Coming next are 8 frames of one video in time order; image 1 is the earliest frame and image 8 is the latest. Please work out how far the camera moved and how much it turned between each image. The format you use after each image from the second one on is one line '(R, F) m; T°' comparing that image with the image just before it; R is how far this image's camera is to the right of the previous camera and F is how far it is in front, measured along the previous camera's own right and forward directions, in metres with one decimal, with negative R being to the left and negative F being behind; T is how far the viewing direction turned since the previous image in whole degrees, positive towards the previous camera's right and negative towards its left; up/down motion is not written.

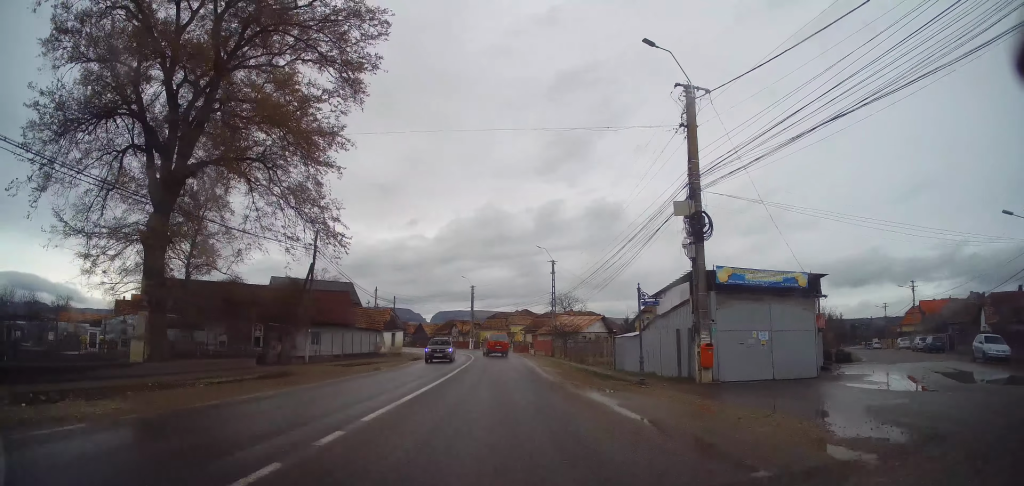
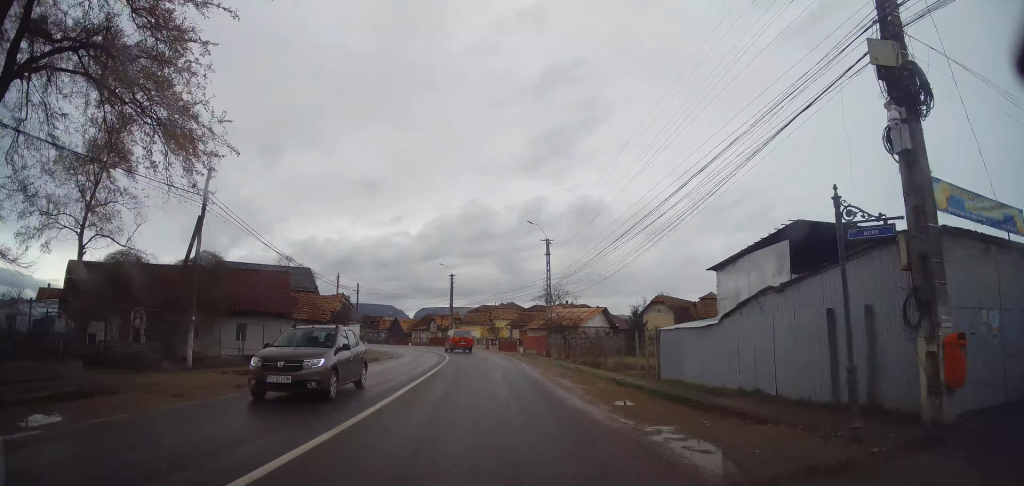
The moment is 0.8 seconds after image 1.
(+0.3, +10.4) m; +1°
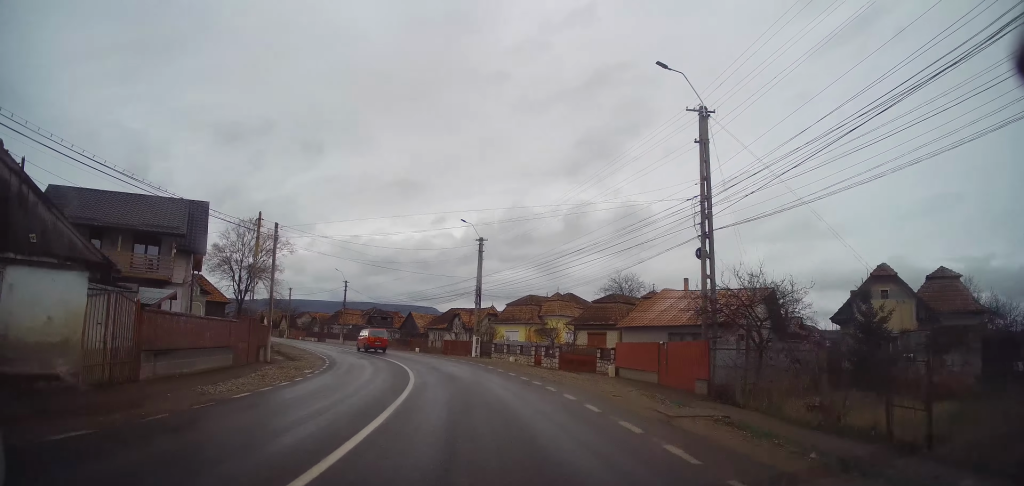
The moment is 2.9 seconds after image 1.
(-0.3, +29.6) m; -4°
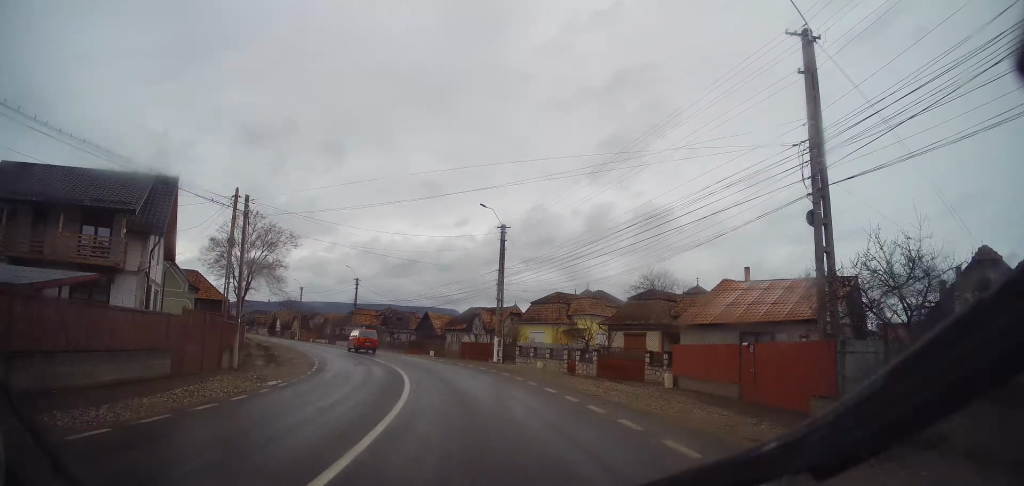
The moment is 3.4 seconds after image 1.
(-0.3, +5.8) m; -2°
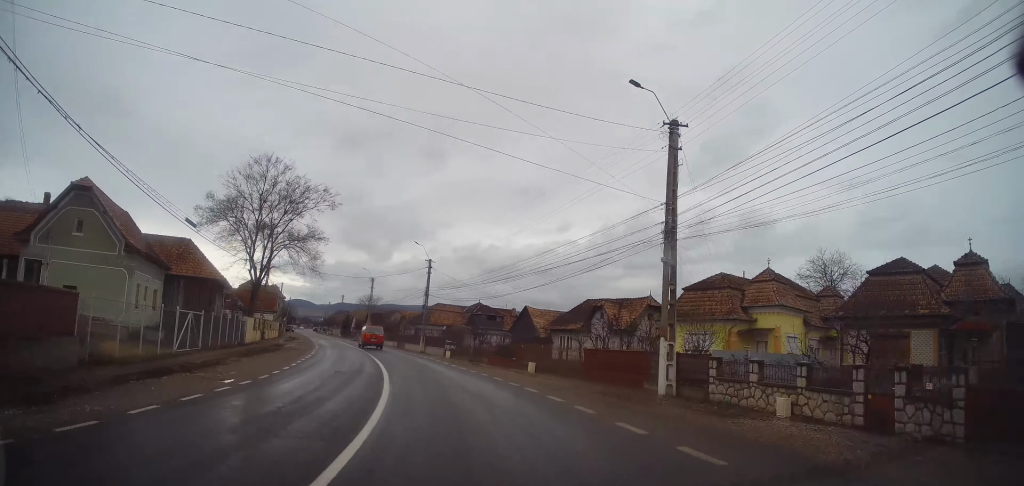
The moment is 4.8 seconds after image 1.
(-1.1, +19.9) m; -10°
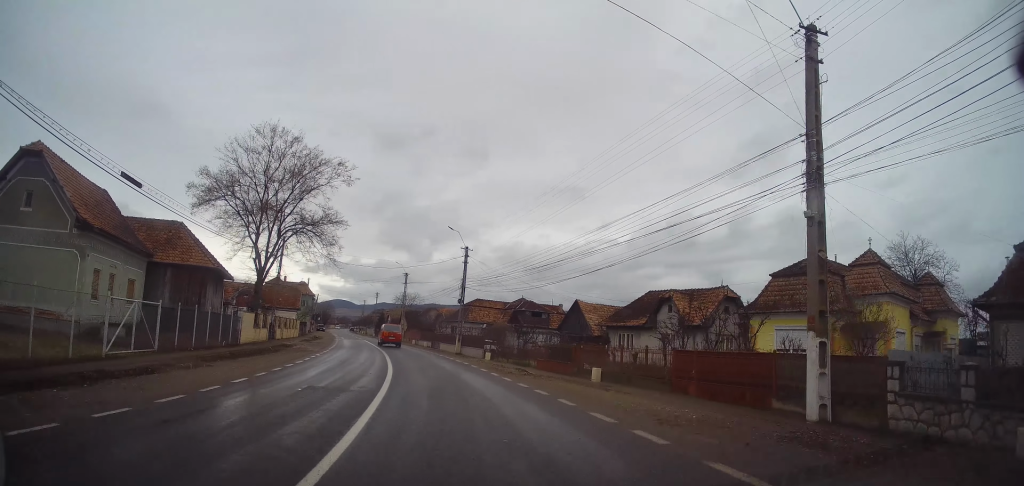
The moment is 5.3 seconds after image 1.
(-0.6, +6.9) m; -5°
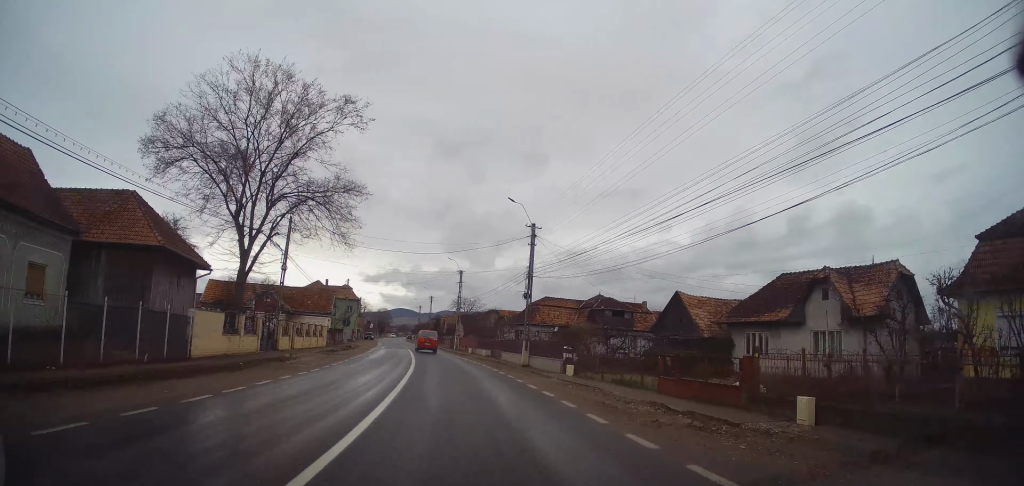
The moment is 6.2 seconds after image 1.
(-0.7, +11.7) m; -5°
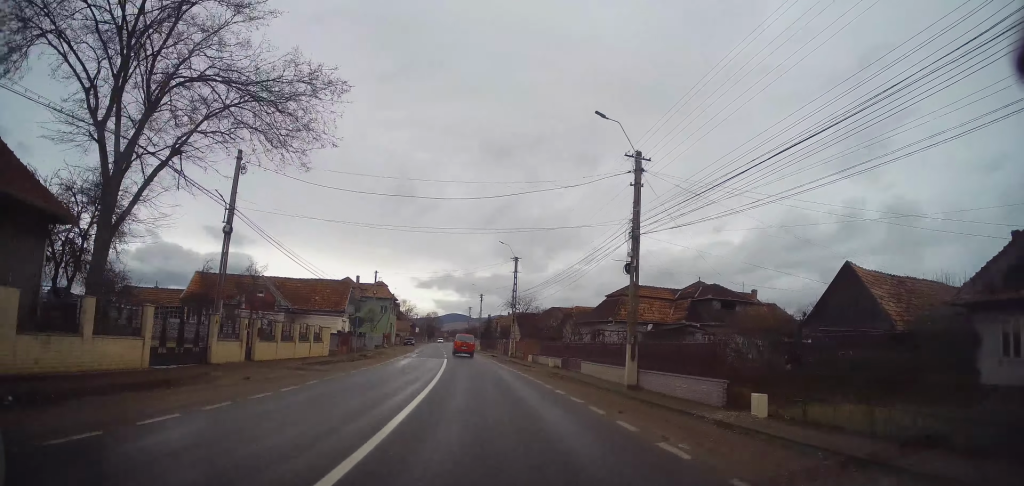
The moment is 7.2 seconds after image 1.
(-0.6, +14.3) m; -4°
